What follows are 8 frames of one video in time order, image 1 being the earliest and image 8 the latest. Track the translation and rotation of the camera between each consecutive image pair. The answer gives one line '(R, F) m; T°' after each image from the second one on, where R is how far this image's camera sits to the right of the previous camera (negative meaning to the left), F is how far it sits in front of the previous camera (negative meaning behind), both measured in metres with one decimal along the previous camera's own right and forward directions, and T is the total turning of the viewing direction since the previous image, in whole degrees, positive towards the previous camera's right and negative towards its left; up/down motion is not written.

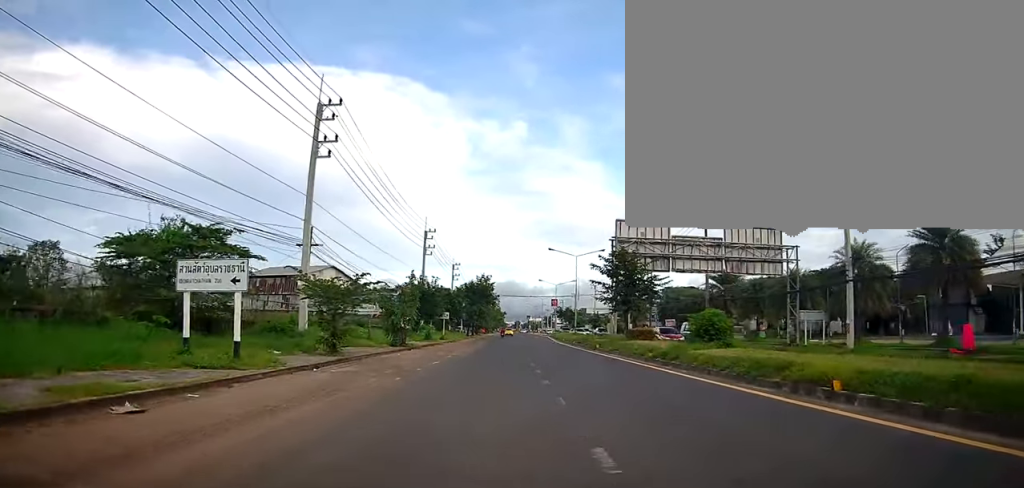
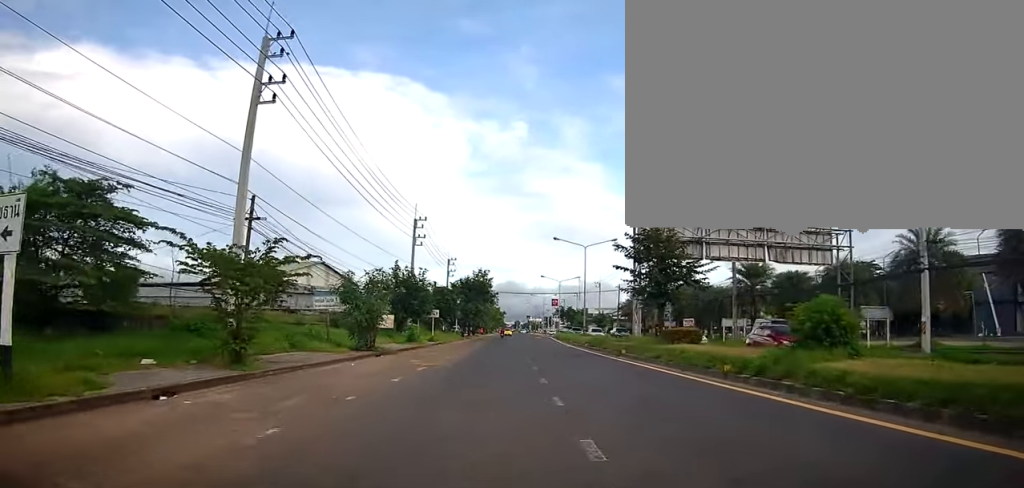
(-0.1, +7.4) m; -1°
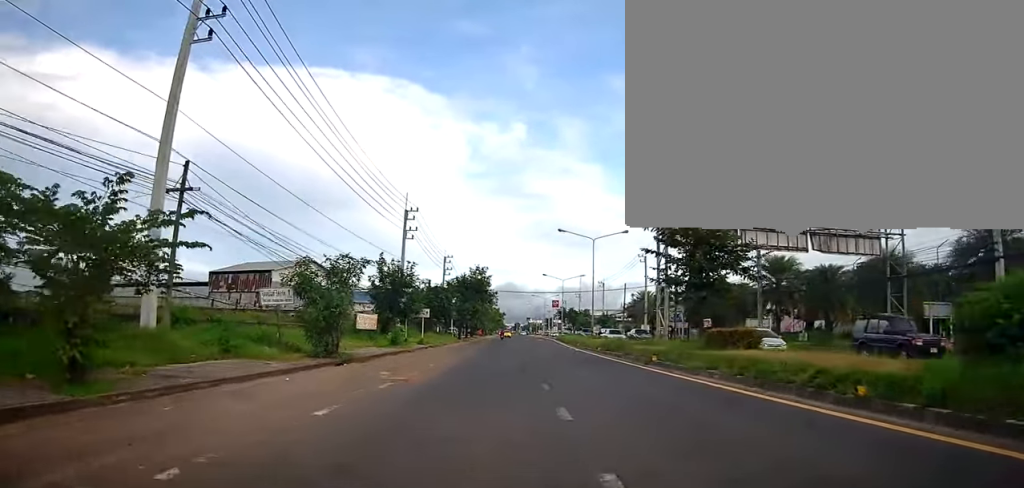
(-0.3, +5.5) m; 0°
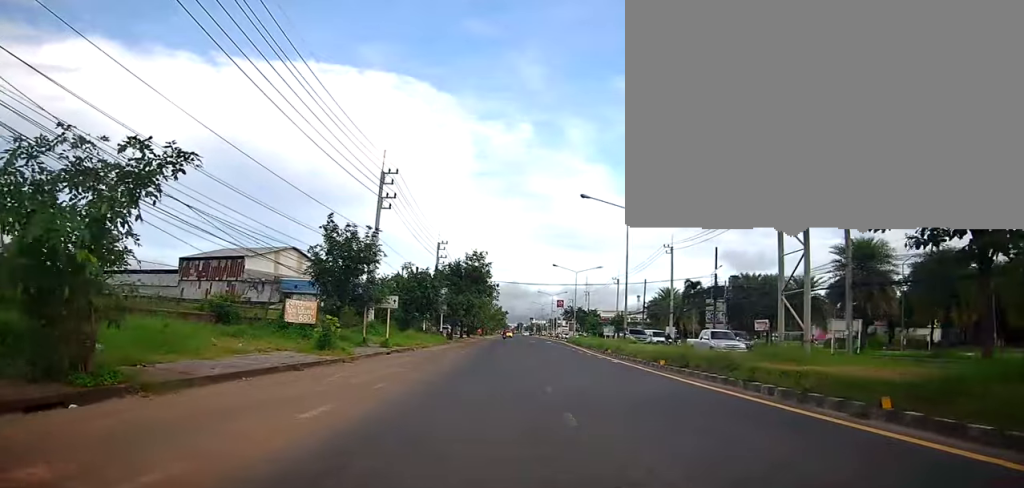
(+0.2, +12.6) m; +2°
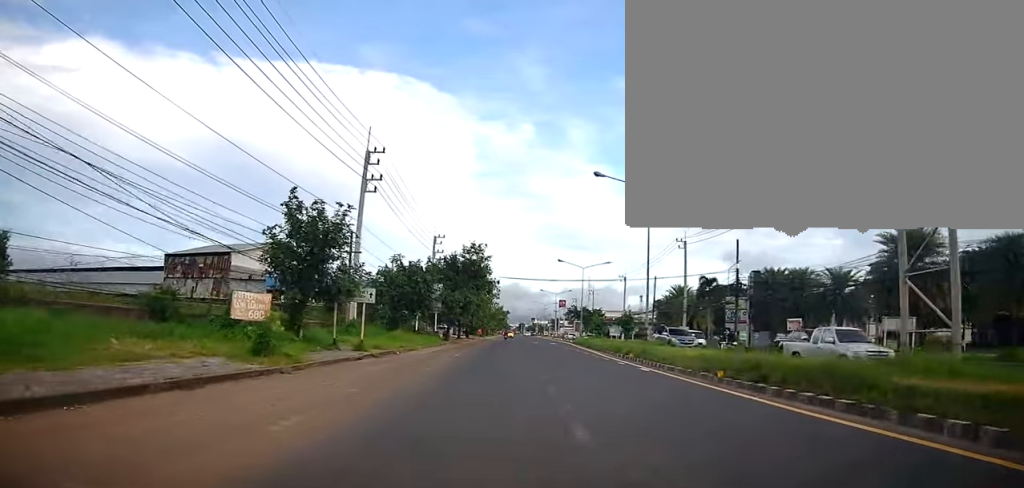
(+0.1, +5.2) m; +1°
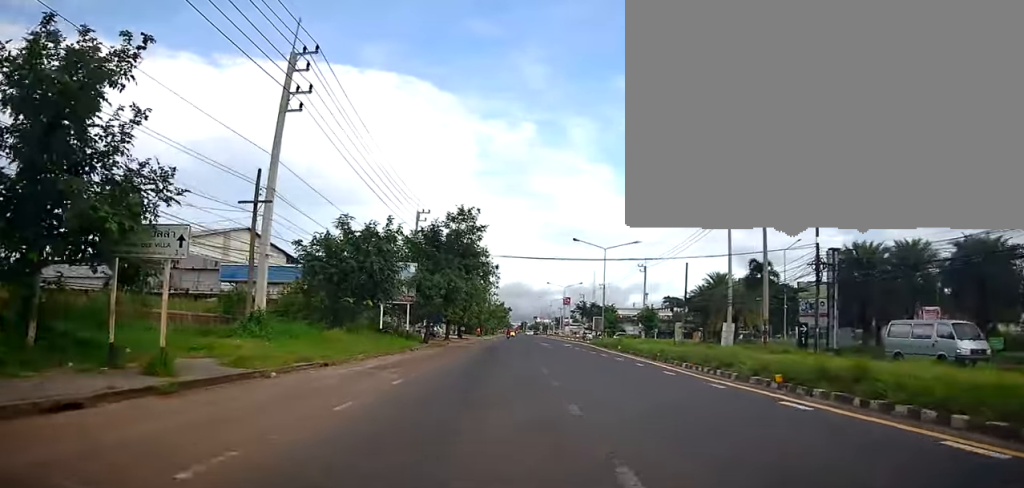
(-0.1, +14.3) m; -3°
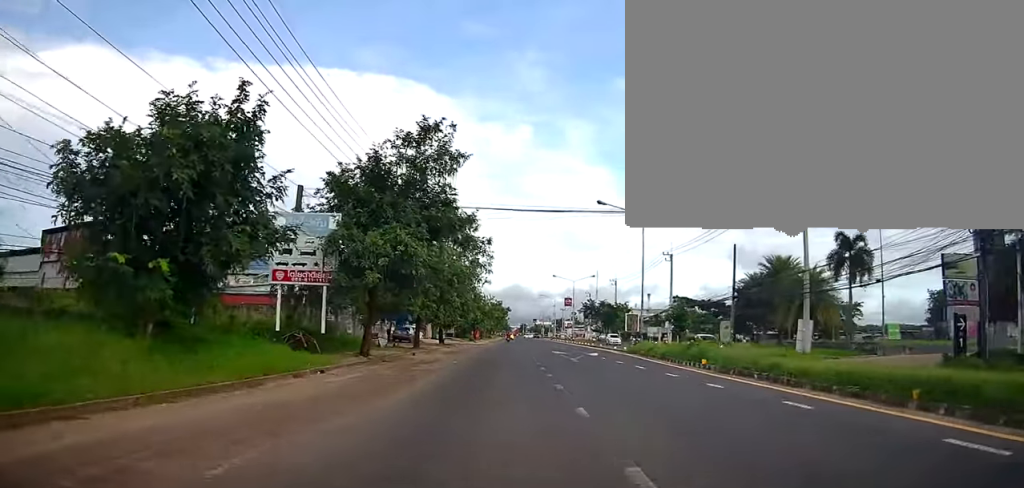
(-0.4, +15.8) m; +1°
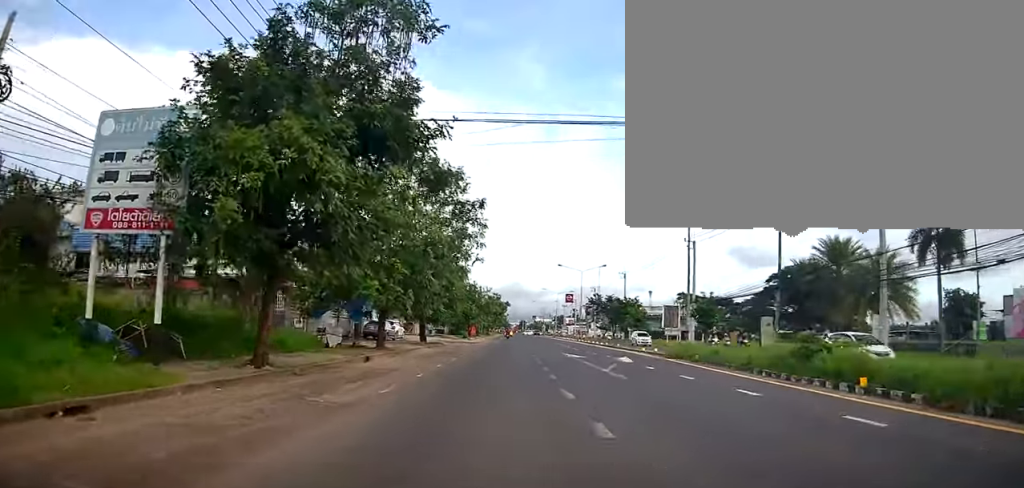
(+0.4, +9.6) m; +2°
